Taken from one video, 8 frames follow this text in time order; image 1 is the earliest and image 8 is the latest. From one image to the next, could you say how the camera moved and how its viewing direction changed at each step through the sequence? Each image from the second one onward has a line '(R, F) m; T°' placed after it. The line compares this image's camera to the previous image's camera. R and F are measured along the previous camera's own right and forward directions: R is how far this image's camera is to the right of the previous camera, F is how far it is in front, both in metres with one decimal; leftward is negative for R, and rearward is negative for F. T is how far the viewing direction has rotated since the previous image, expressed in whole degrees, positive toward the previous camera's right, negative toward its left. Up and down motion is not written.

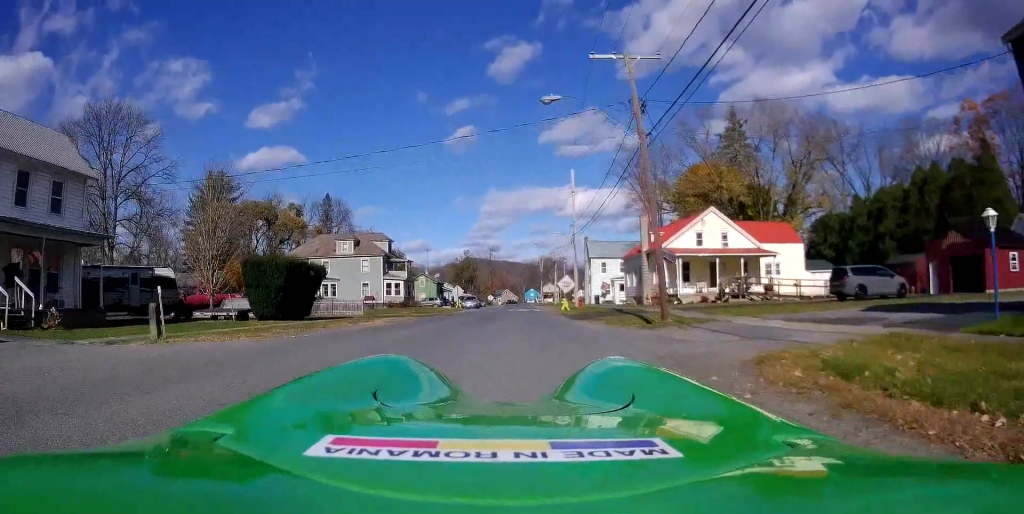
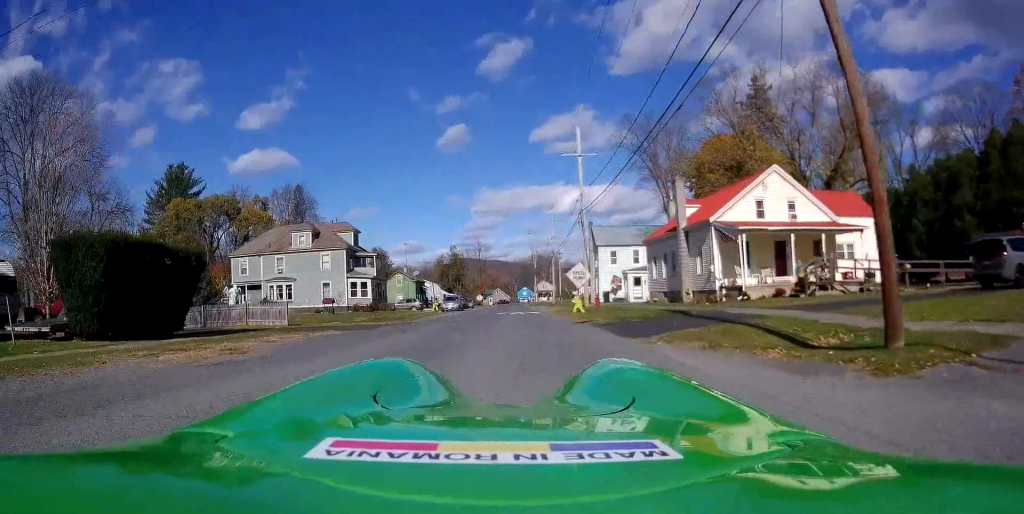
(-0.4, +12.2) m; -1°
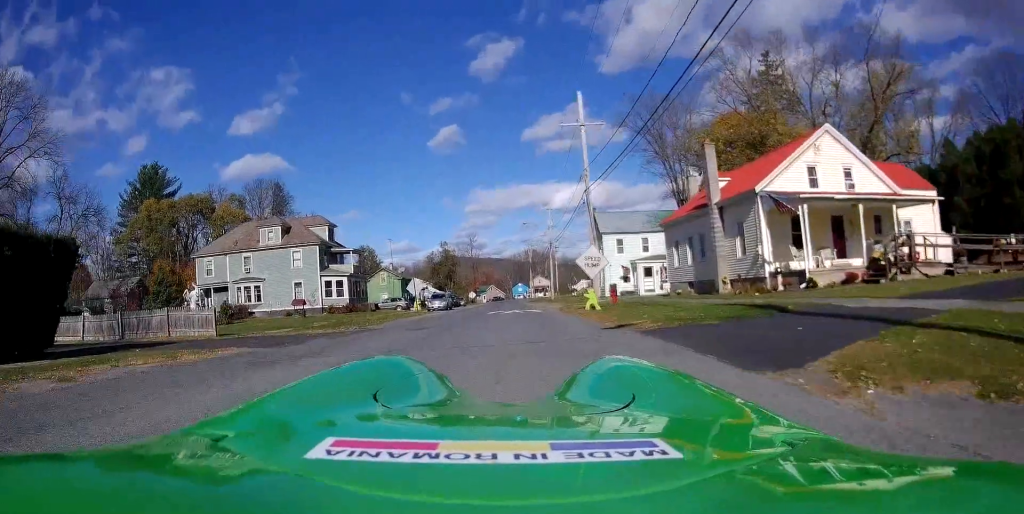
(+0.3, +6.5) m; +2°
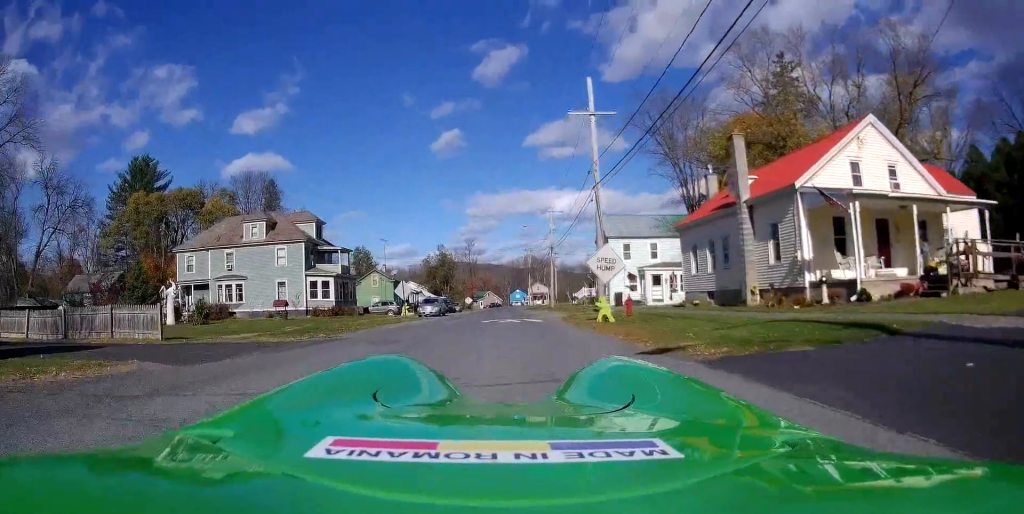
(0.0, +3.4) m; 0°
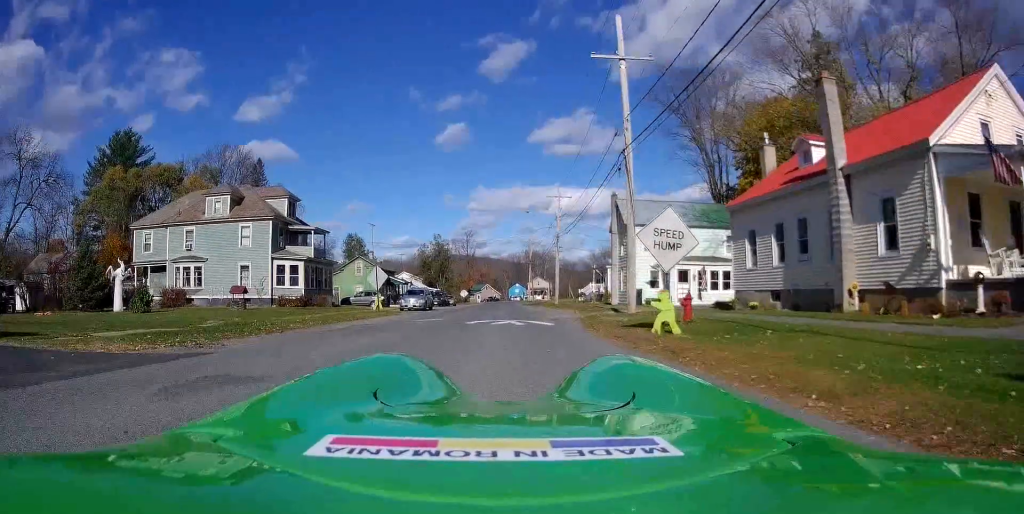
(0.0, +7.2) m; 0°
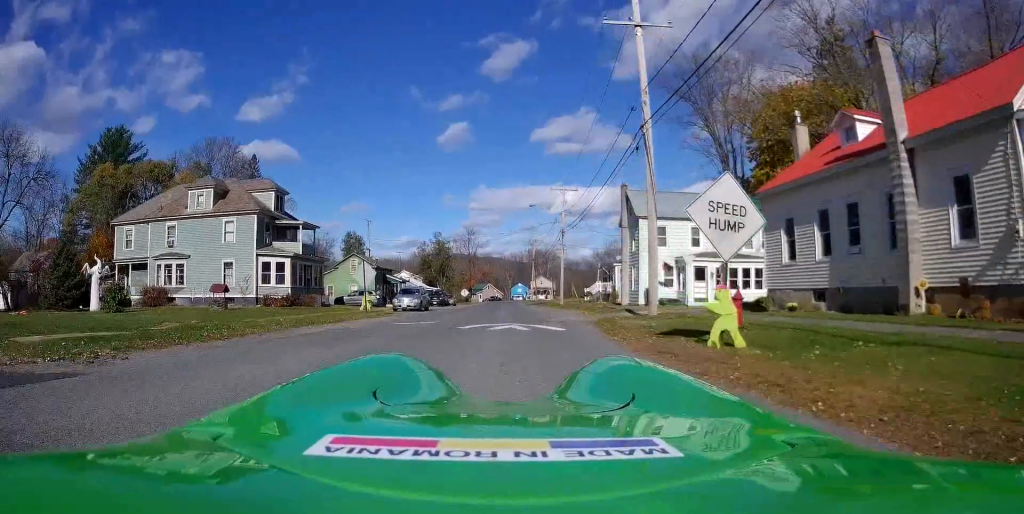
(0.0, +2.9) m; 0°
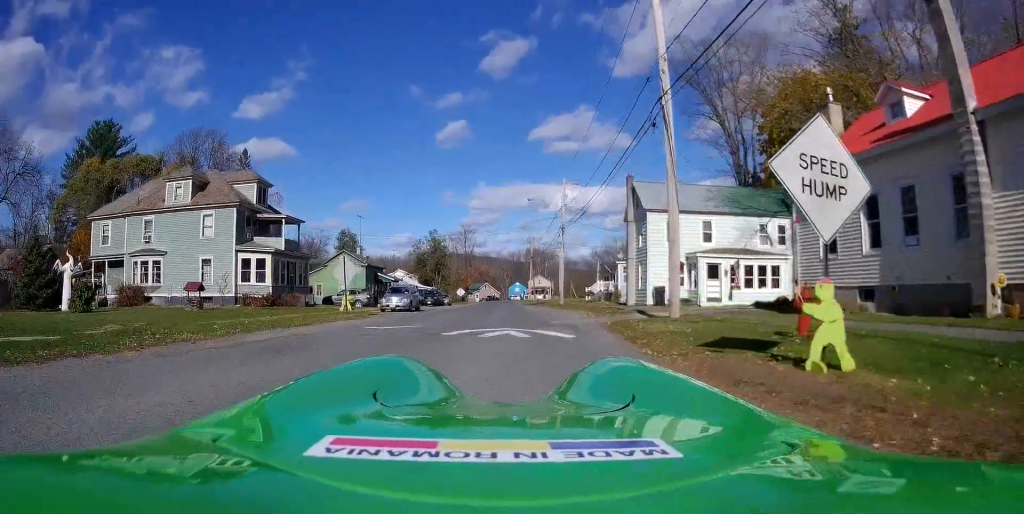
(0.0, +2.9) m; -1°
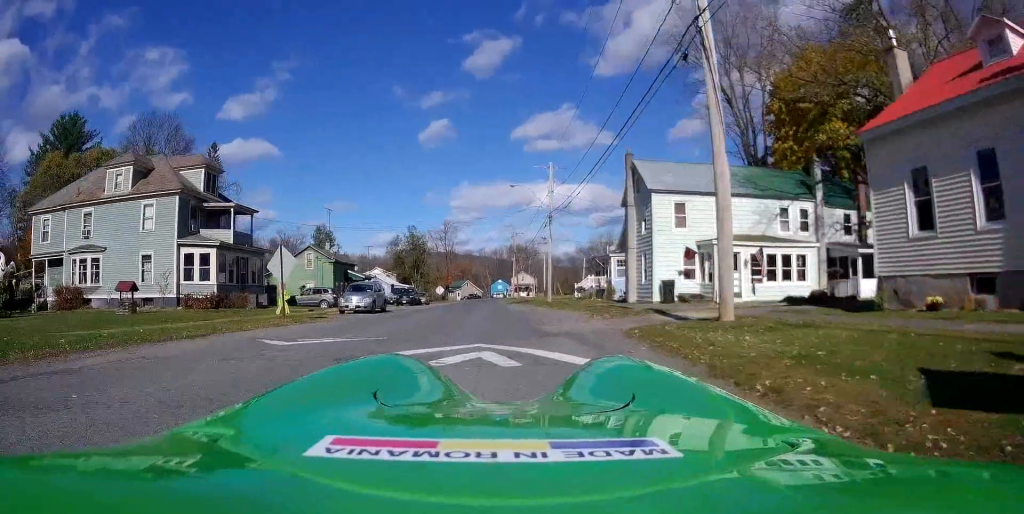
(+0.1, +5.0) m; -2°
